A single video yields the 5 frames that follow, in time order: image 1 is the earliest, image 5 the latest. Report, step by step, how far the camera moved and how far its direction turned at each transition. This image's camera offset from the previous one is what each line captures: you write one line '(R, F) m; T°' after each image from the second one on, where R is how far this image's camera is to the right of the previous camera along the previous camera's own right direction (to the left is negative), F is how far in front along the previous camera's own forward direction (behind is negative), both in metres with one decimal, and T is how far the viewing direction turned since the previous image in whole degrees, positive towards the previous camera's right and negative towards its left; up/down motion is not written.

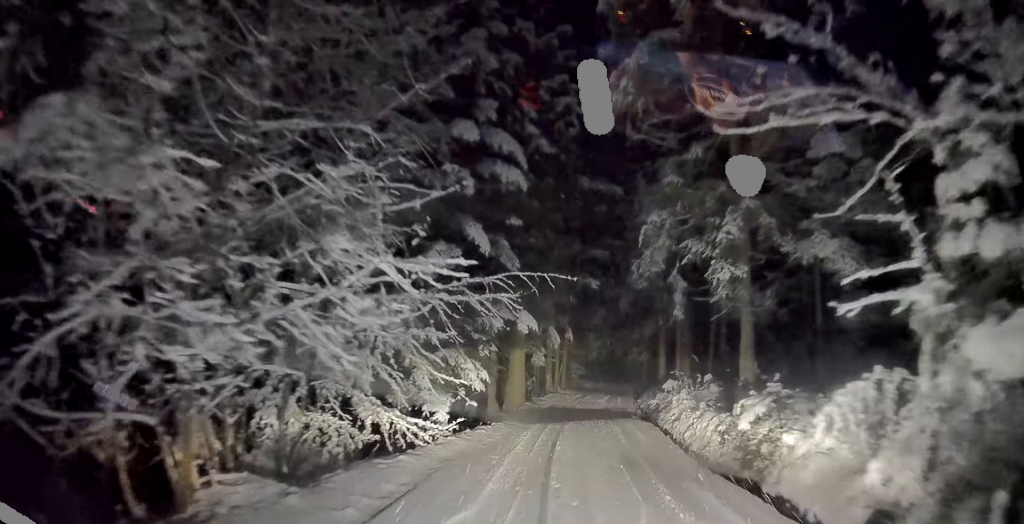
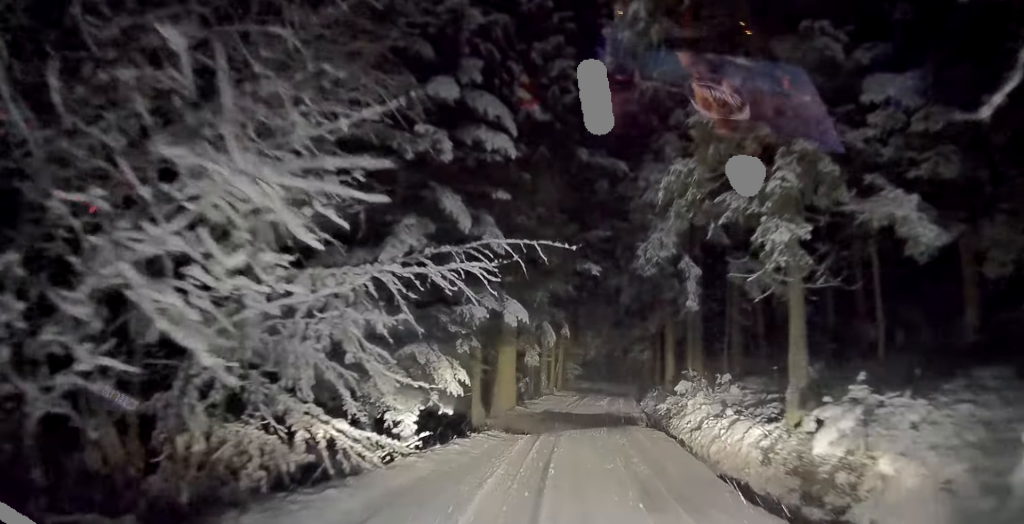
(0.0, +1.6) m; +1°
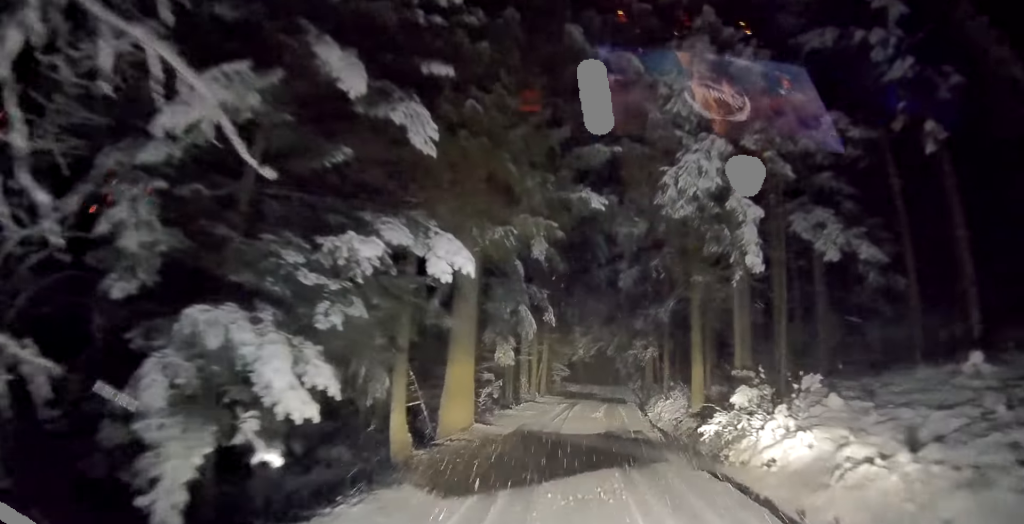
(+0.1, +4.3) m; +1°
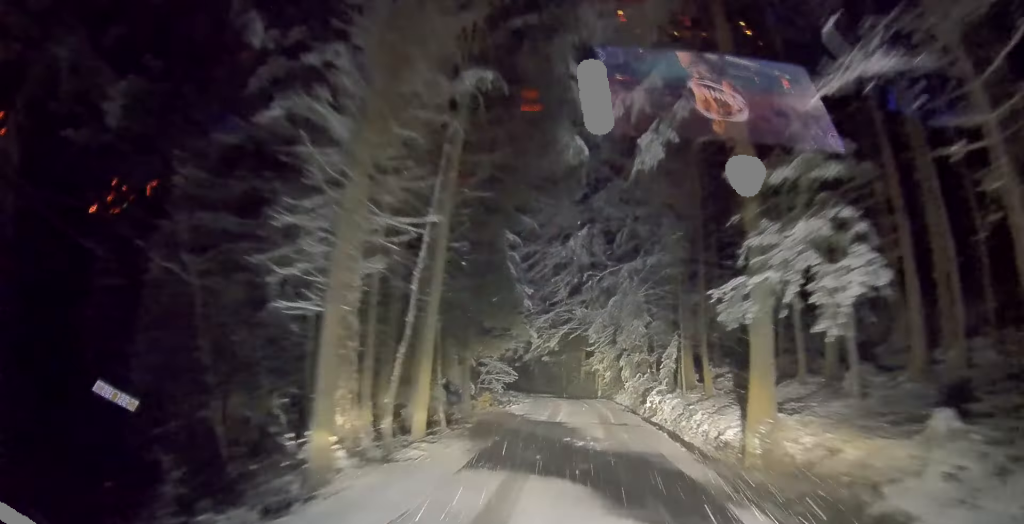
(-2.8, +13.9) m; -19°
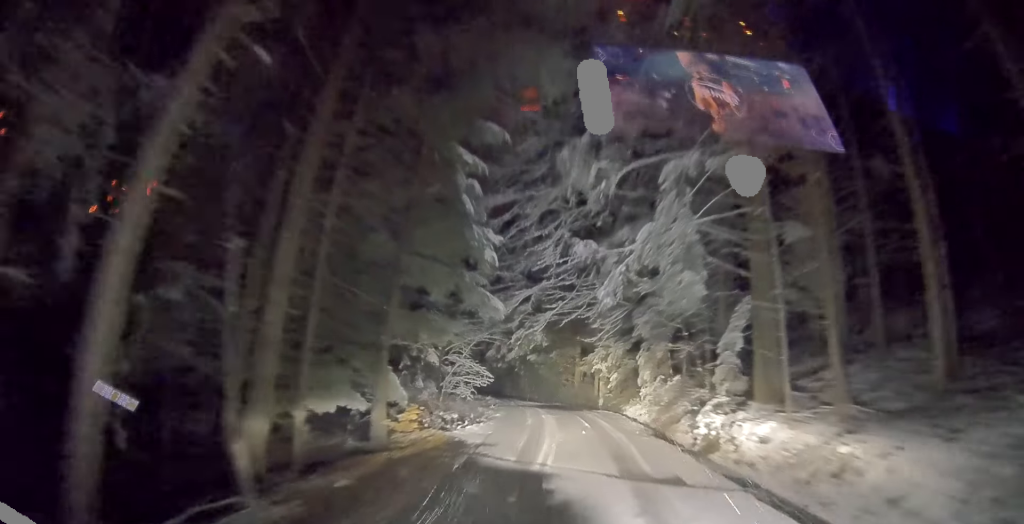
(+0.3, +5.4) m; +5°
